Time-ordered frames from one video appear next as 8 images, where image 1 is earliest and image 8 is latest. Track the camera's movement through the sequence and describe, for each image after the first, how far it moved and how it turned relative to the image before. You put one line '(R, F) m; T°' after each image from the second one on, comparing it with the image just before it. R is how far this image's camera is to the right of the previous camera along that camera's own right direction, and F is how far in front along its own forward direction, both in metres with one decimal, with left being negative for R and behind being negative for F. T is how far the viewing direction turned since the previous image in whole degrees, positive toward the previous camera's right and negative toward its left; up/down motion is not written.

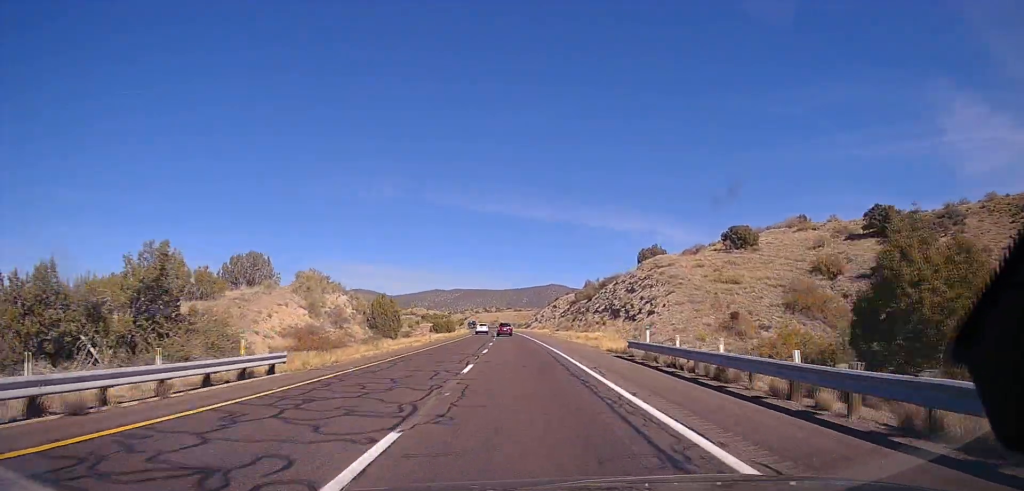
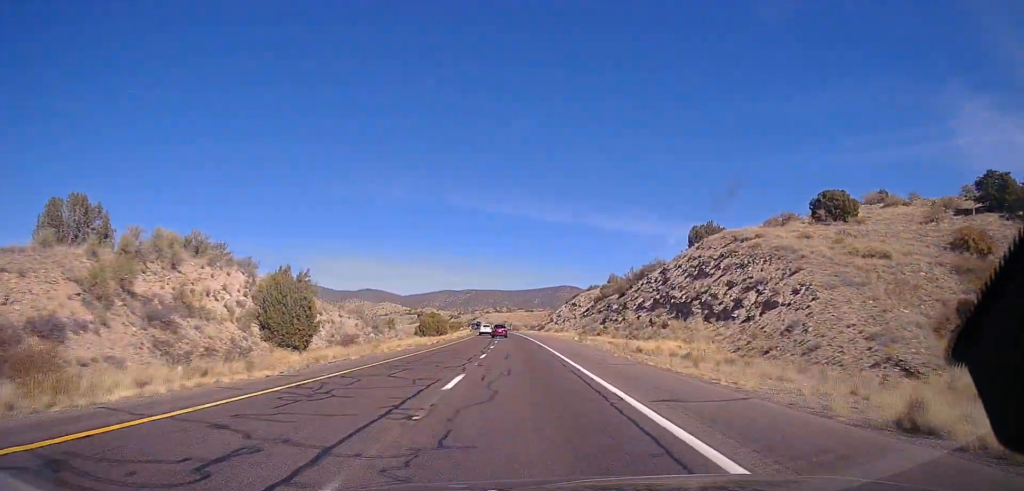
(-0.3, +27.8) m; 0°
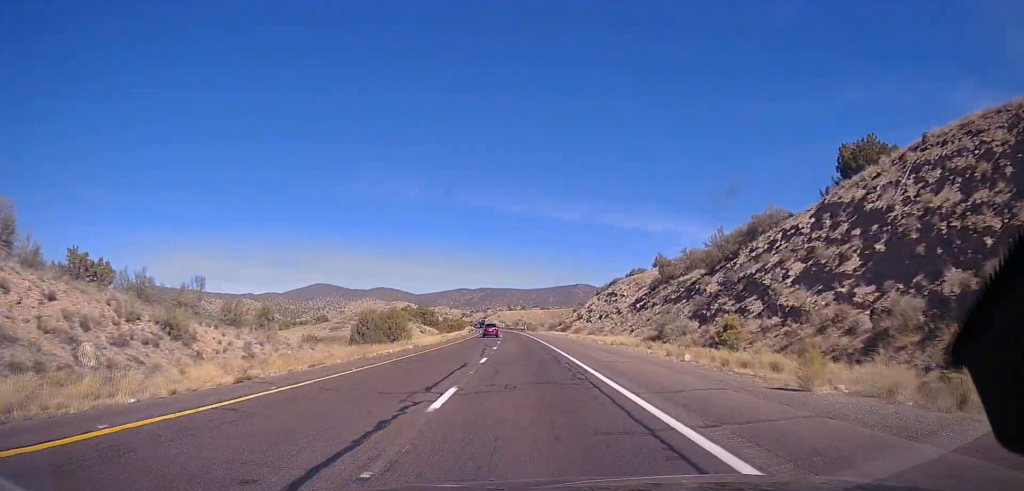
(+0.3, +40.7) m; -1°
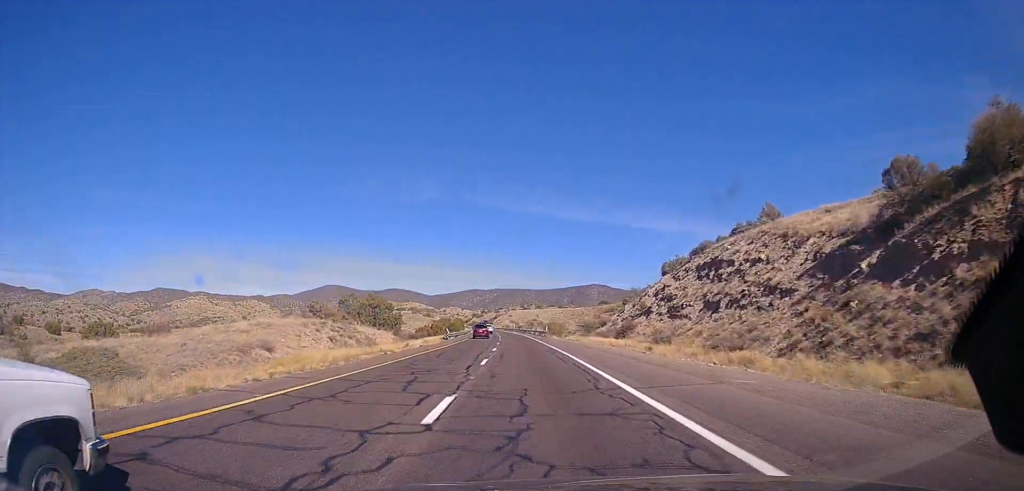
(-1.0, +50.4) m; -2°
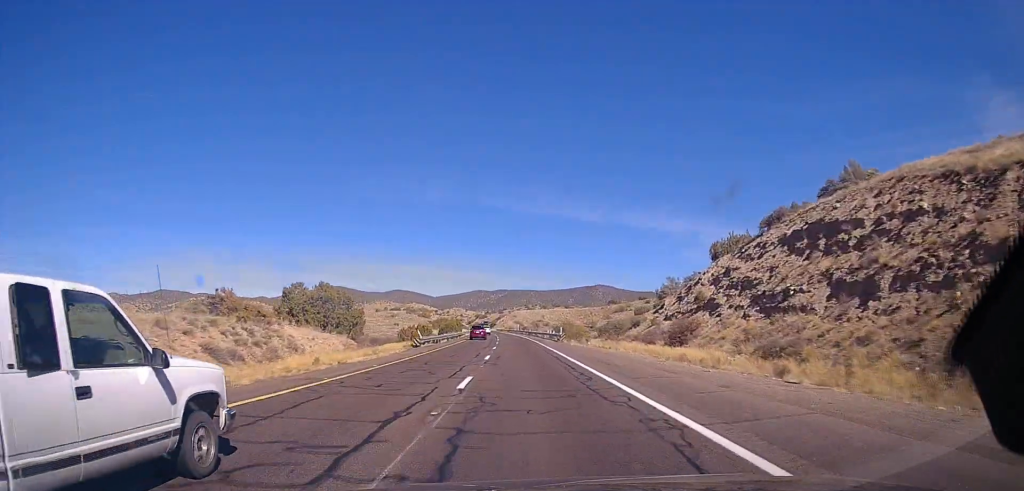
(-0.2, +19.7) m; -1°
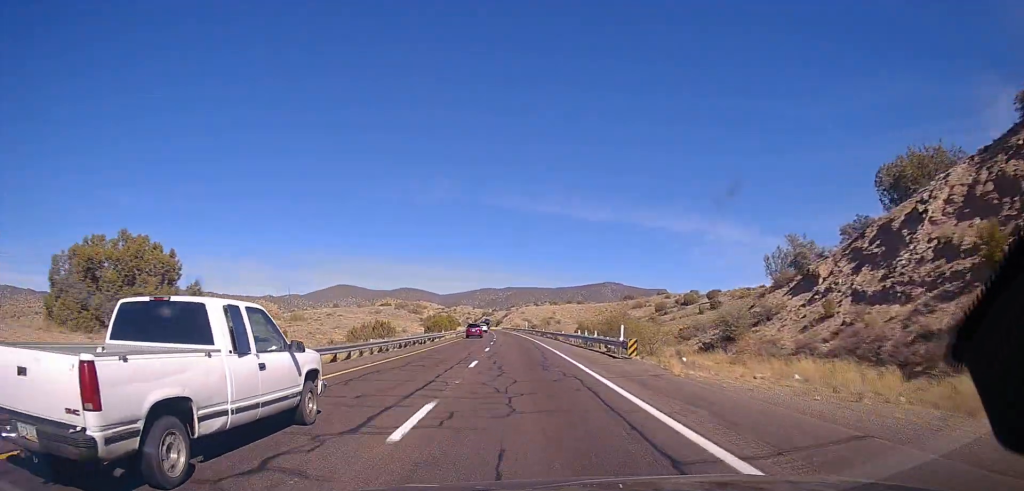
(-0.4, +30.4) m; 0°
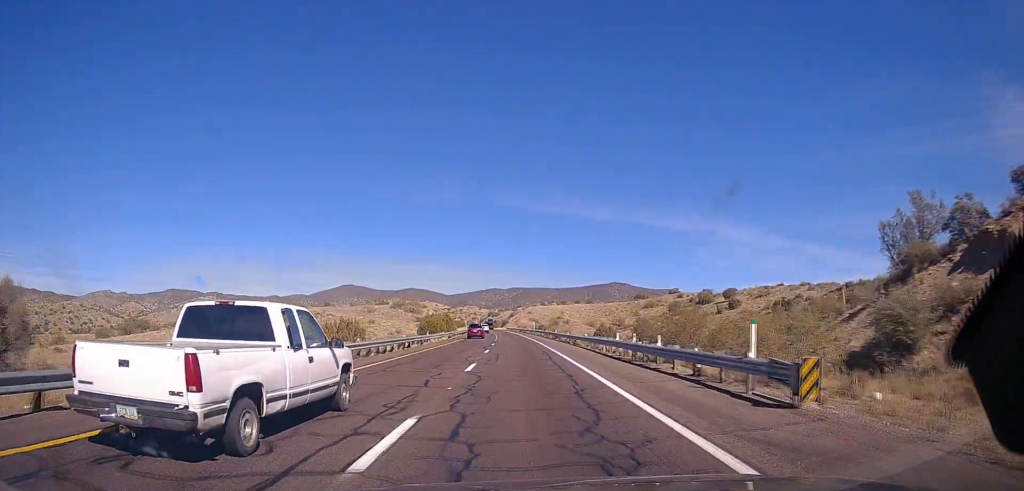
(0.0, +13.7) m; 0°
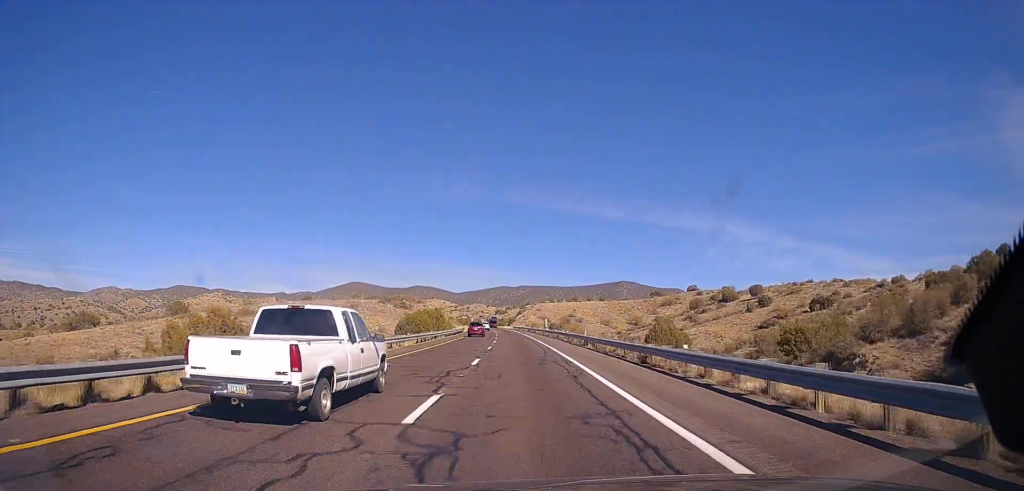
(+0.3, +21.4) m; 0°
